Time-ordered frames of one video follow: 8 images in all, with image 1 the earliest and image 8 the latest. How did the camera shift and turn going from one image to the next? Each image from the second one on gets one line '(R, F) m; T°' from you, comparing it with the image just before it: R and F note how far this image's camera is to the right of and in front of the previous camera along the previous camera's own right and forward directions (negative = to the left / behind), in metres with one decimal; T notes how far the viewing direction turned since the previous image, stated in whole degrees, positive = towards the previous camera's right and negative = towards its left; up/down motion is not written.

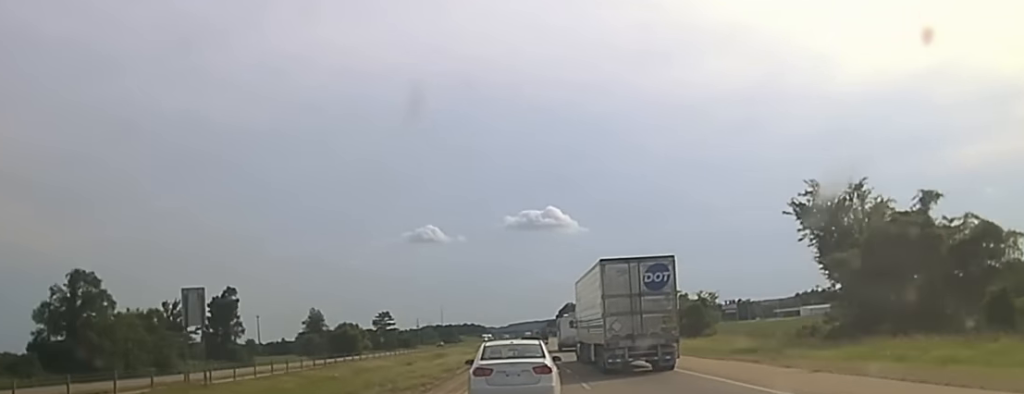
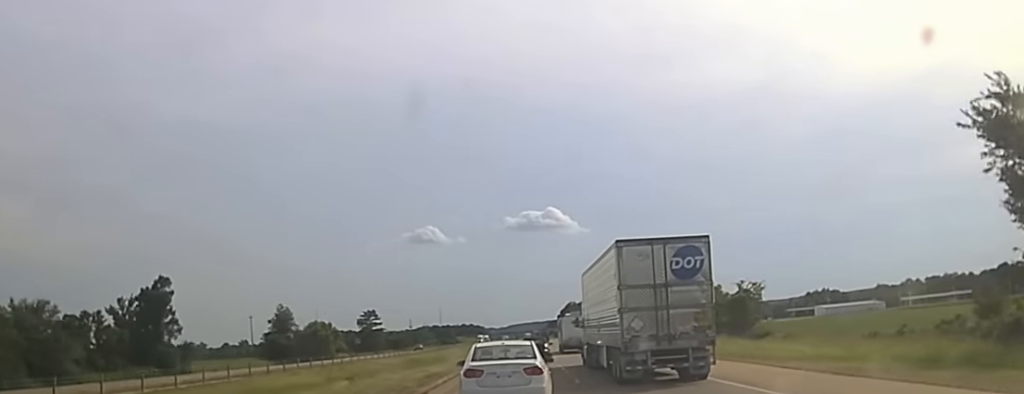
(-0.1, +31.9) m; 0°
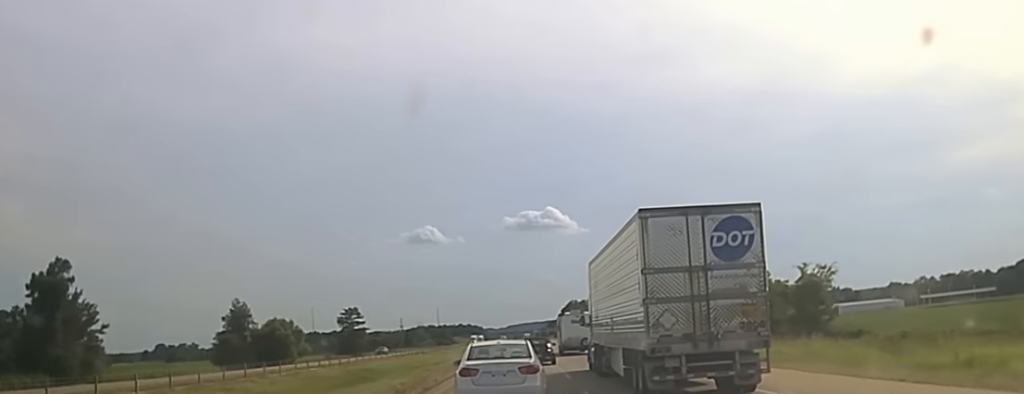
(+0.1, +31.6) m; 0°
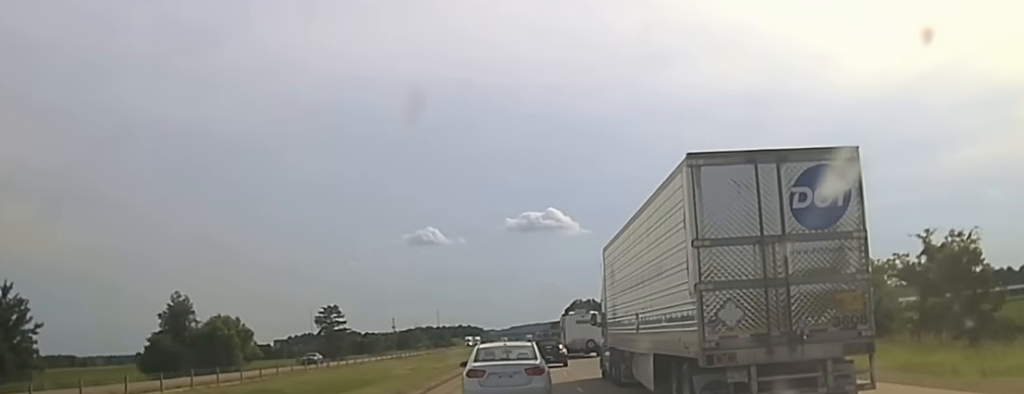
(0.0, +33.7) m; 0°
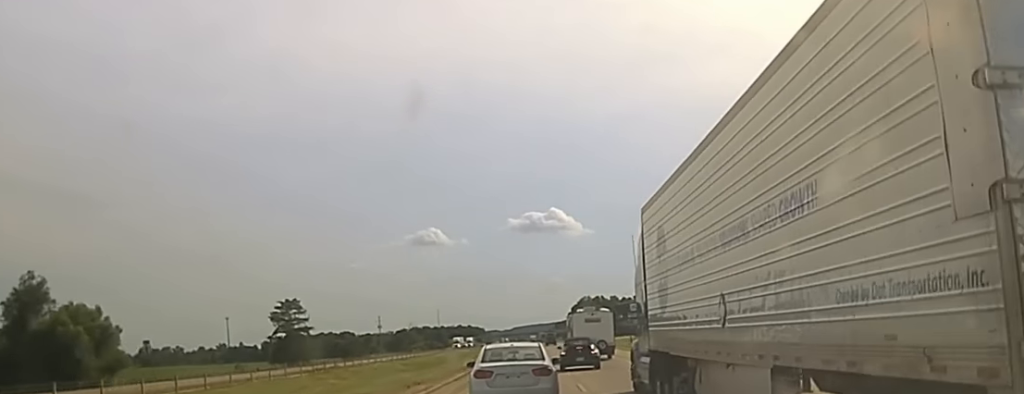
(-0.2, +48.2) m; 0°
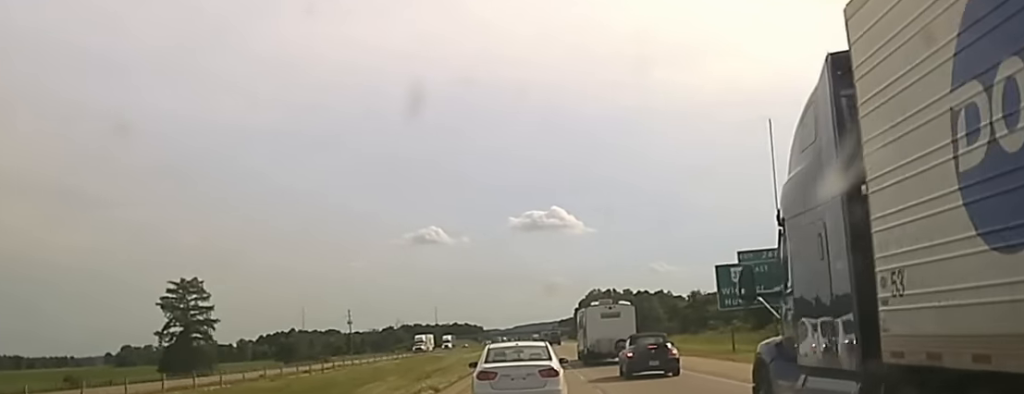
(+0.1, +63.3) m; 0°
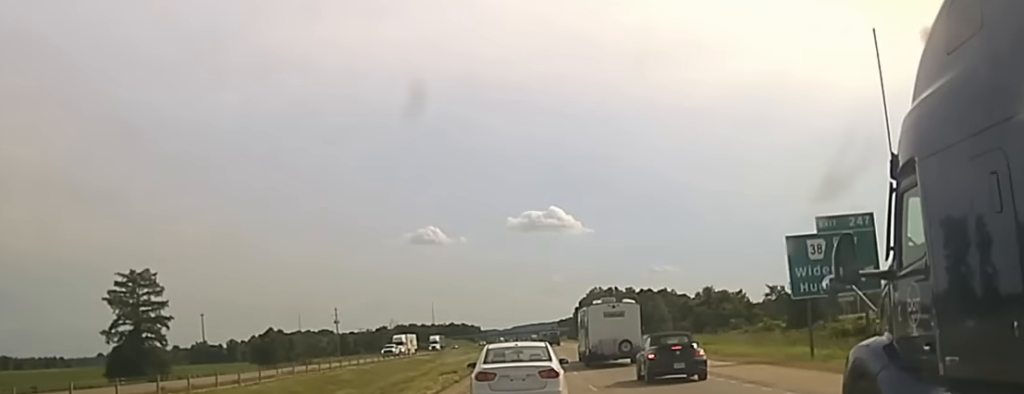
(-0.2, +20.7) m; 0°
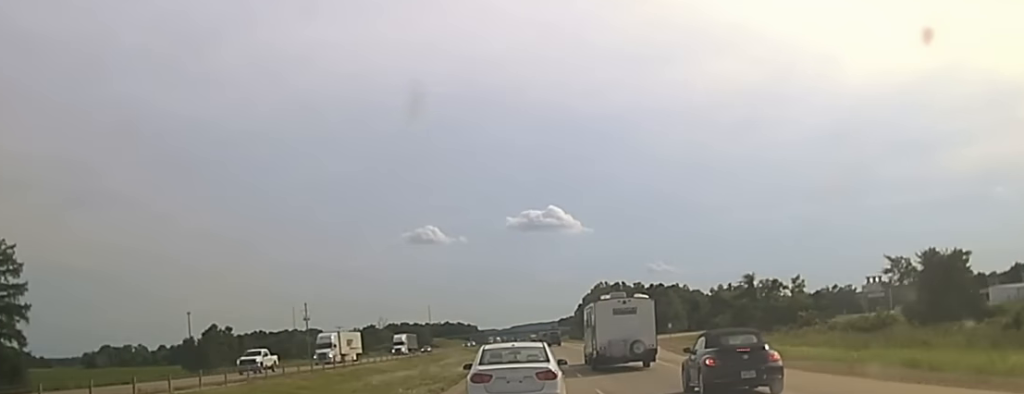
(+0.1, +36.8) m; 0°
